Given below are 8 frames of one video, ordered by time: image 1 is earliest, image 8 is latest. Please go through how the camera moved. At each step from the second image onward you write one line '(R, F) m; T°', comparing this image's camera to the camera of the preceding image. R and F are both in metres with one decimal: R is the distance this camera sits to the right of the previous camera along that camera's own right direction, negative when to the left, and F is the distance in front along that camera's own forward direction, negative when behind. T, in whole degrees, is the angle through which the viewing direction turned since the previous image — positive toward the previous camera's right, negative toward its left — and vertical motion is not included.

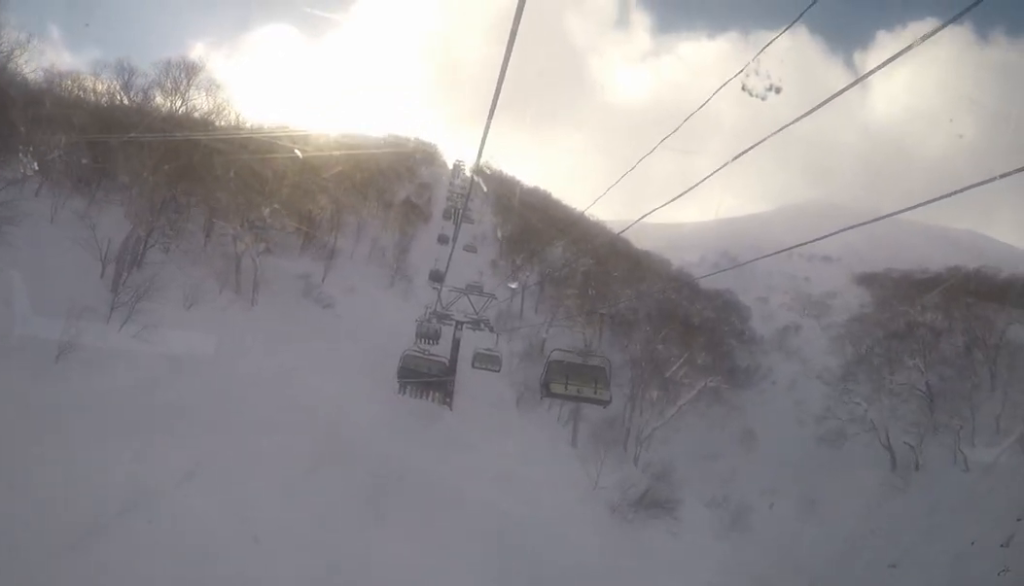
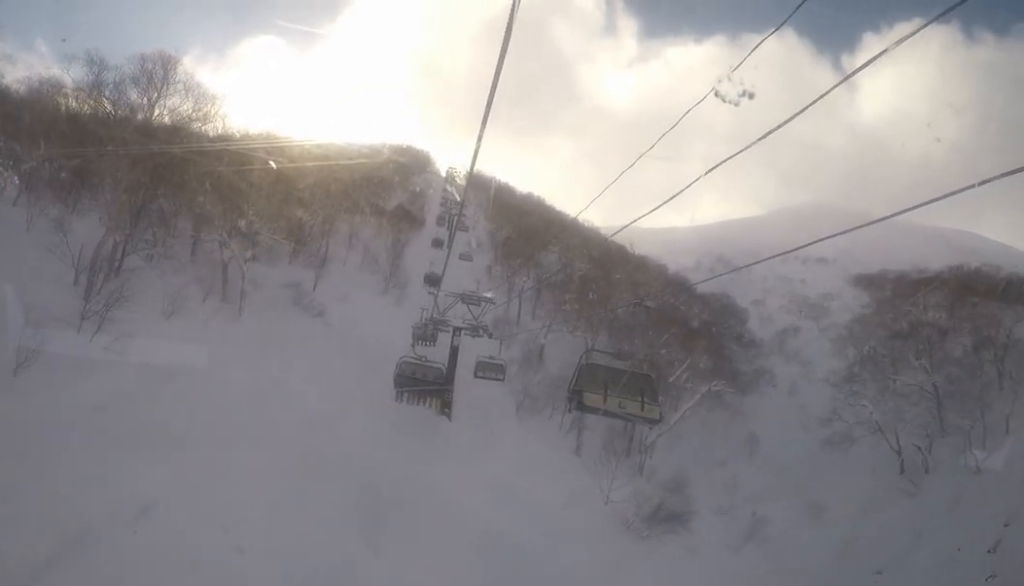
(-0.3, +2.4) m; -5°
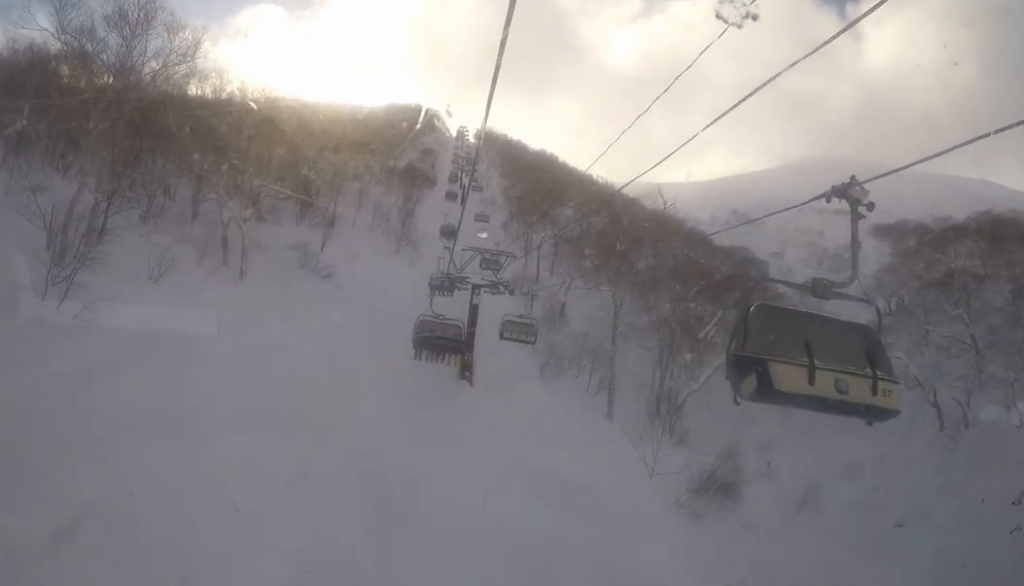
(+0.2, +4.0) m; +8°
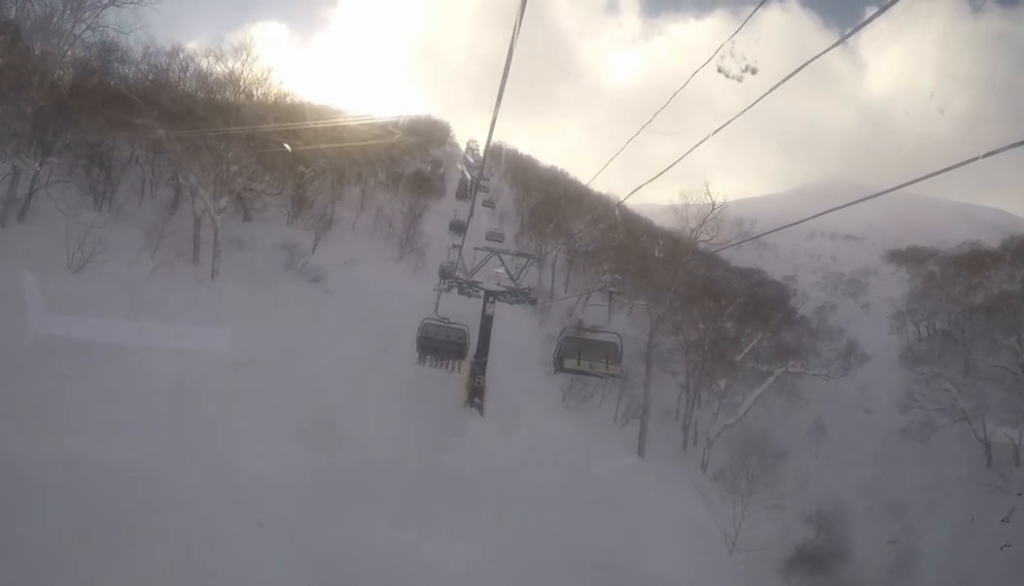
(-0.4, +8.6) m; -8°
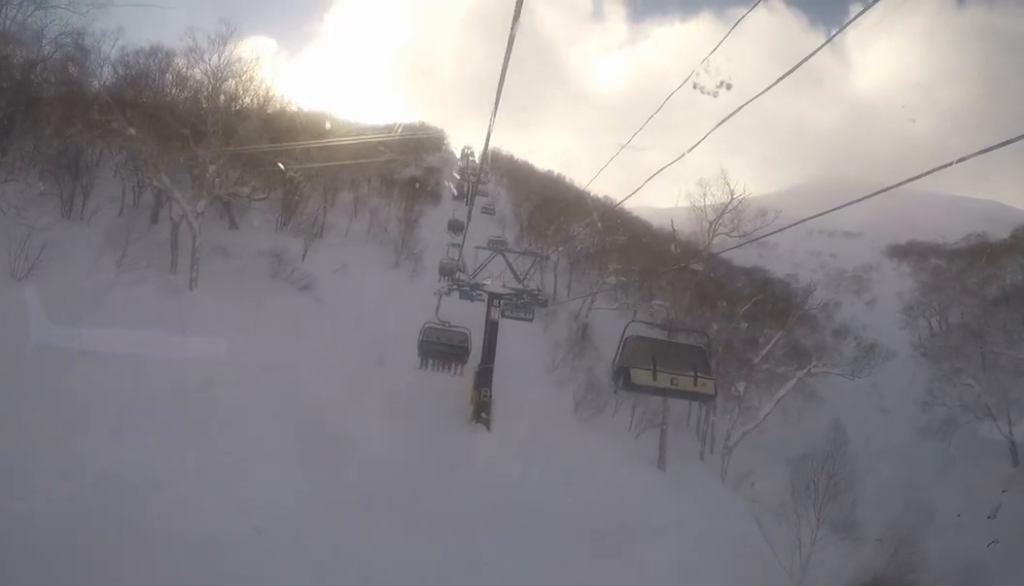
(+0.1, +3.9) m; +10°
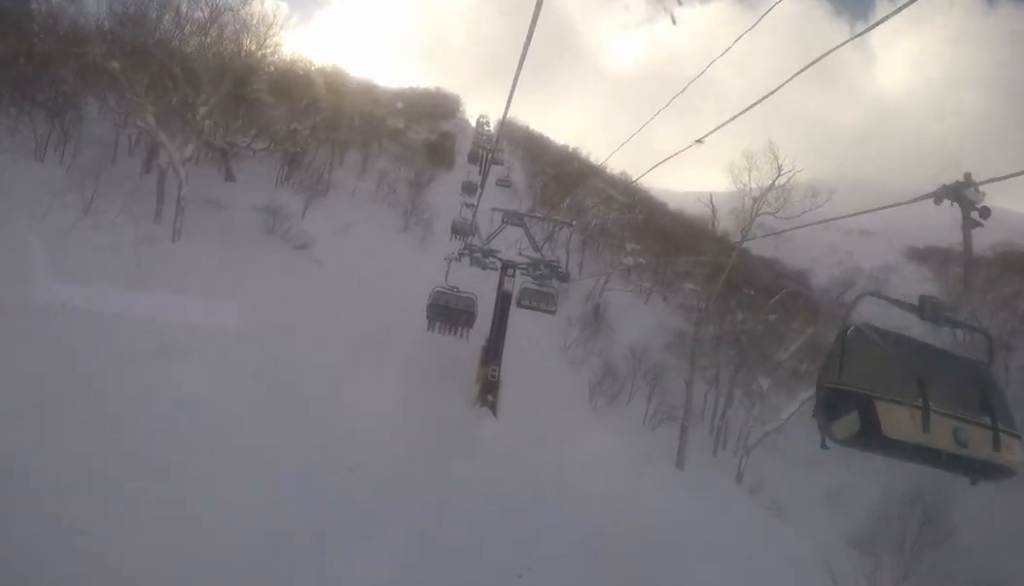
(+0.6, +4.1) m; +11°
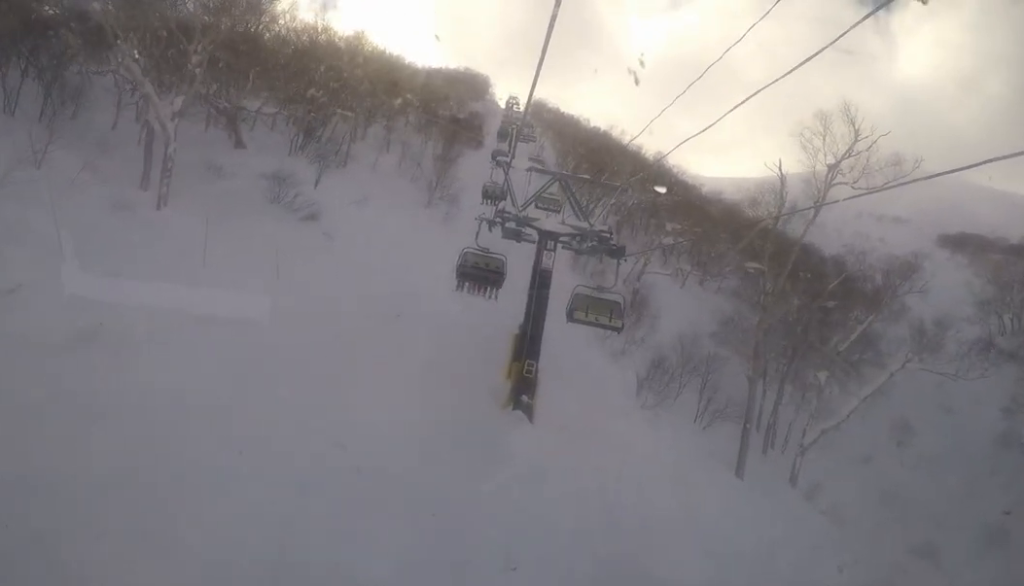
(-0.4, +5.1) m; -10°
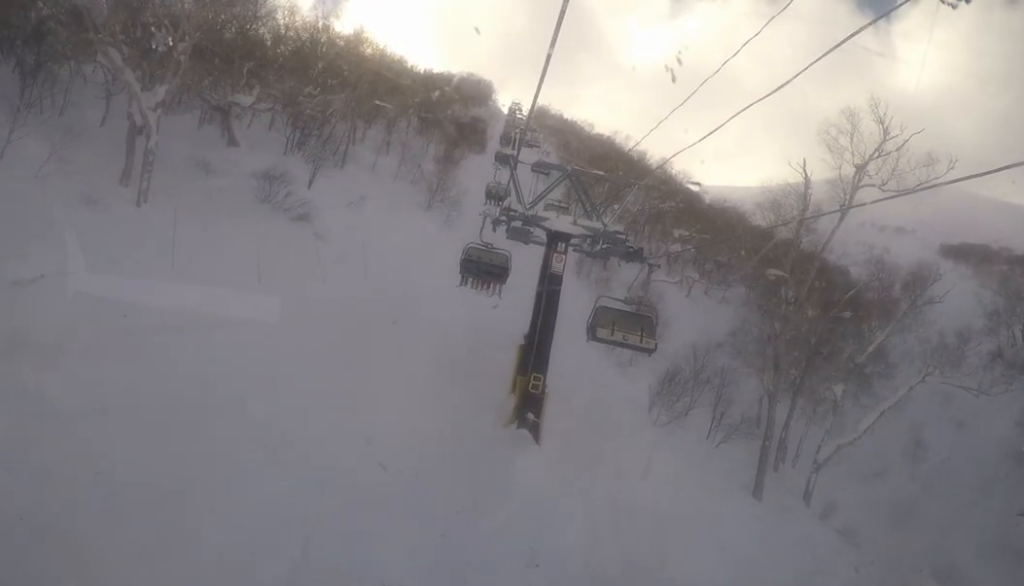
(-0.2, +2.4) m; -3°
